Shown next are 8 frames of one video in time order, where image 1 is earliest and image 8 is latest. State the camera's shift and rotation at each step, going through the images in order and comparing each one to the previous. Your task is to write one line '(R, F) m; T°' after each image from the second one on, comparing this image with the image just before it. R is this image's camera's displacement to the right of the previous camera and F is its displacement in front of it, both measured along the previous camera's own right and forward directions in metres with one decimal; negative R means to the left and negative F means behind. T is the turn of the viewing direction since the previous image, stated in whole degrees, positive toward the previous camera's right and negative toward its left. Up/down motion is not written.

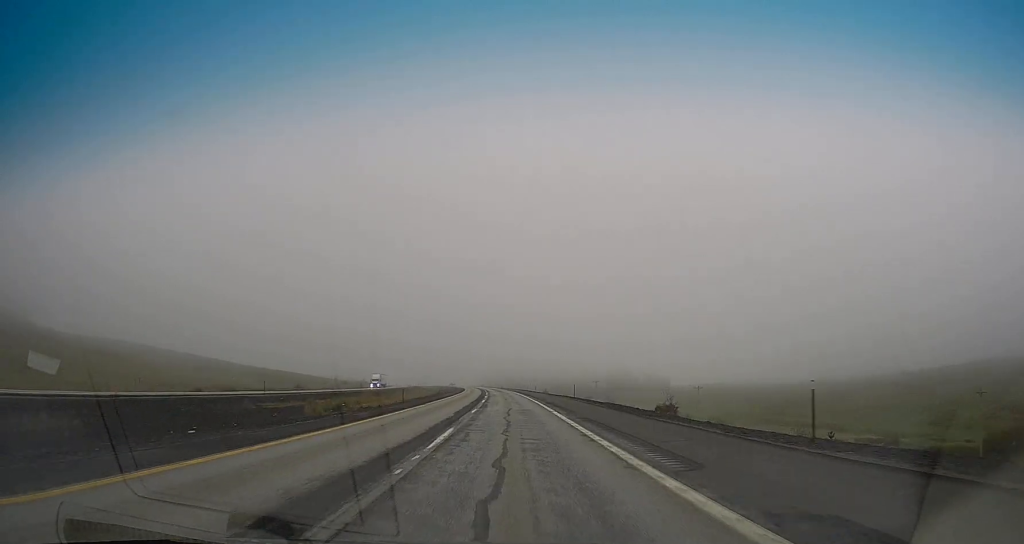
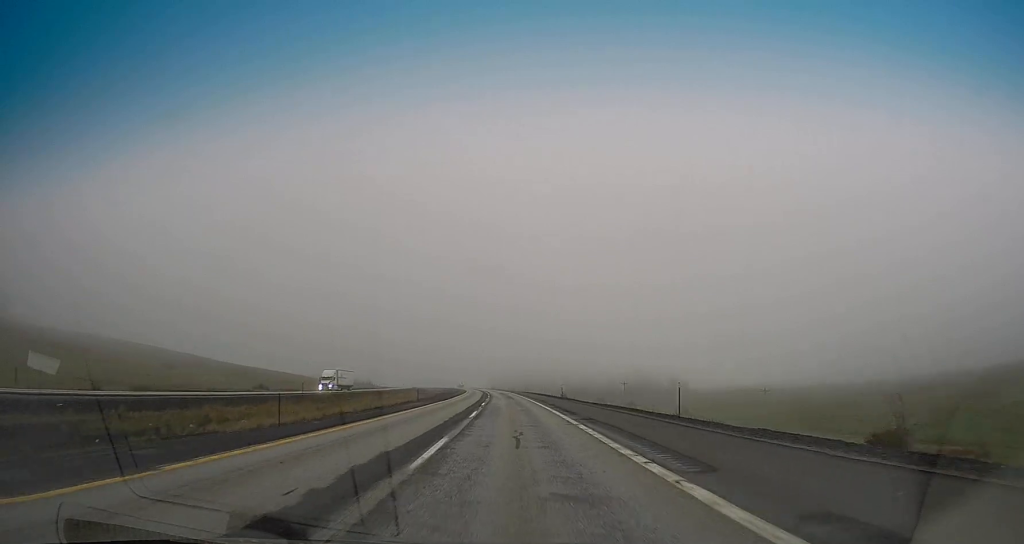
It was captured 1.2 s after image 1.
(-0.1, +34.2) m; -1°
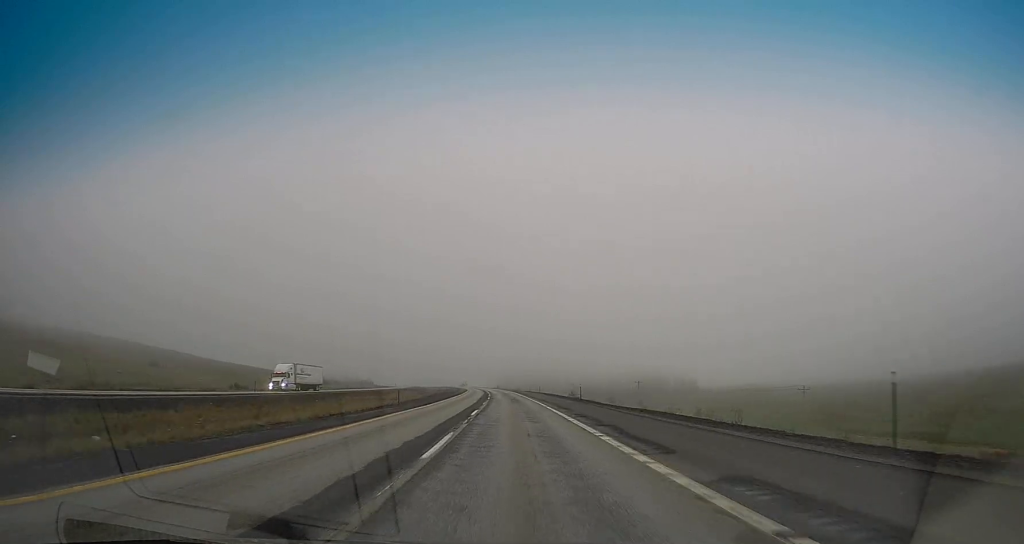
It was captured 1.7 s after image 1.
(-0.2, +14.7) m; -1°
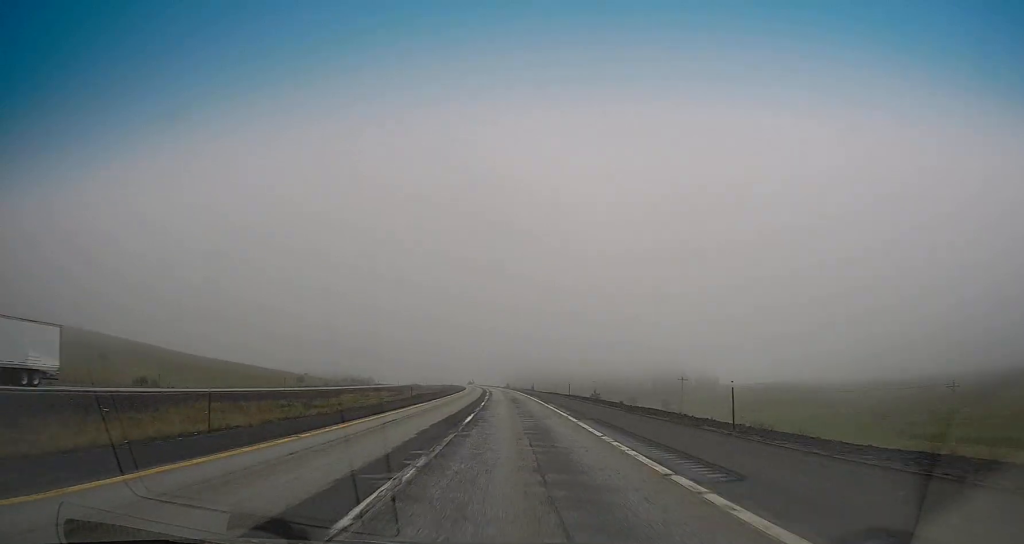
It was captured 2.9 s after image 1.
(-0.6, +37.1) m; -1°
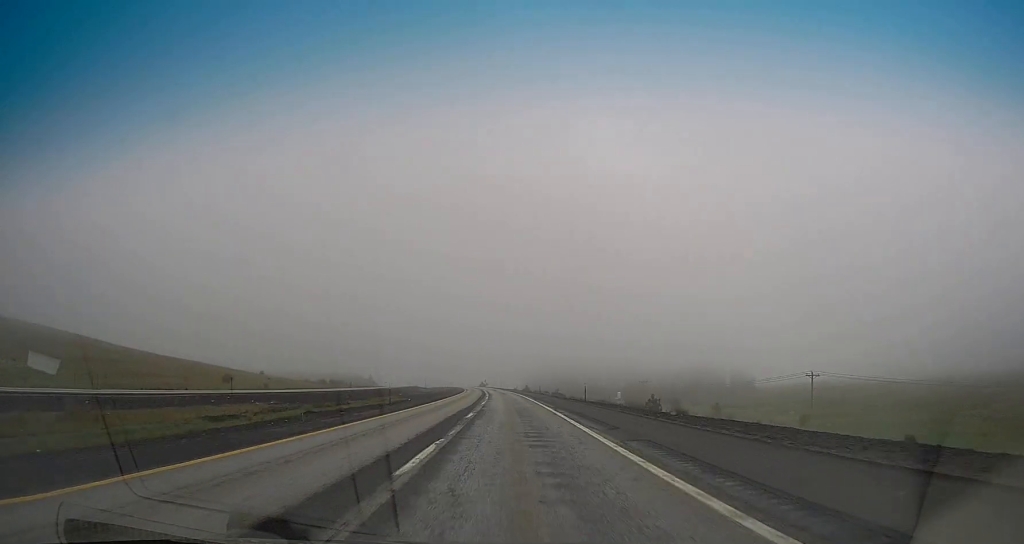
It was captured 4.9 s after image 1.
(-0.6, +58.7) m; -2°
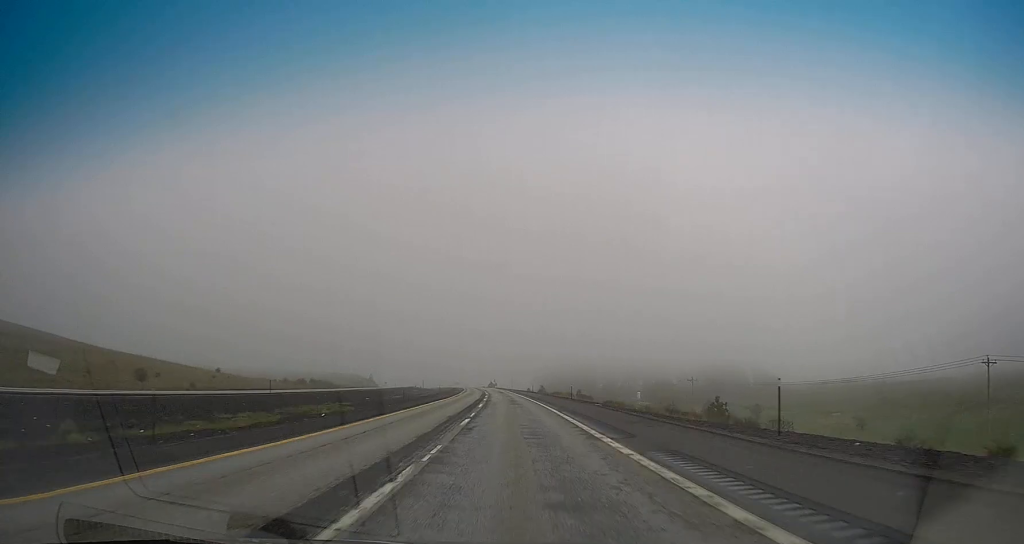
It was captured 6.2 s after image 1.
(-0.6, +36.1) m; -1°
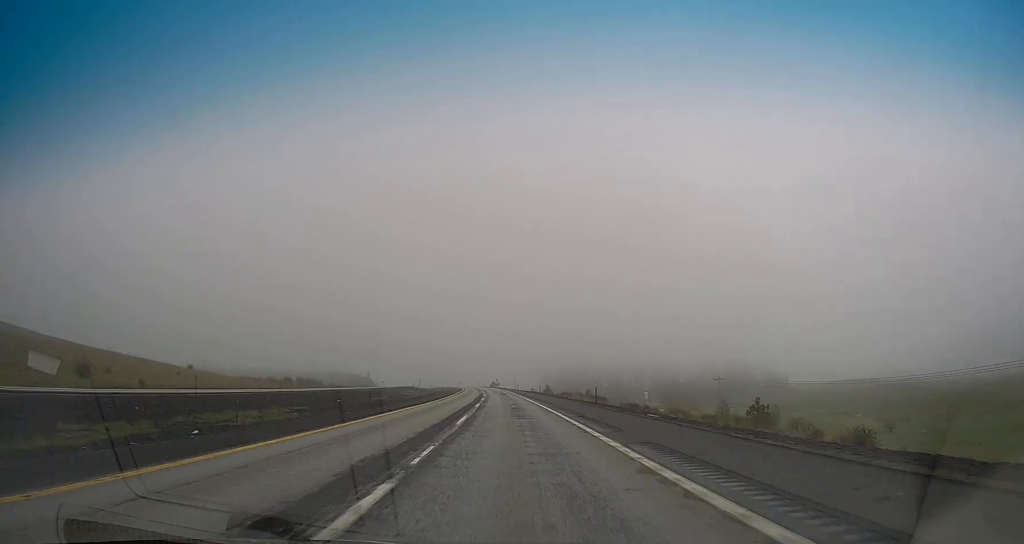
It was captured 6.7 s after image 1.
(0.0, +15.6) m; 0°
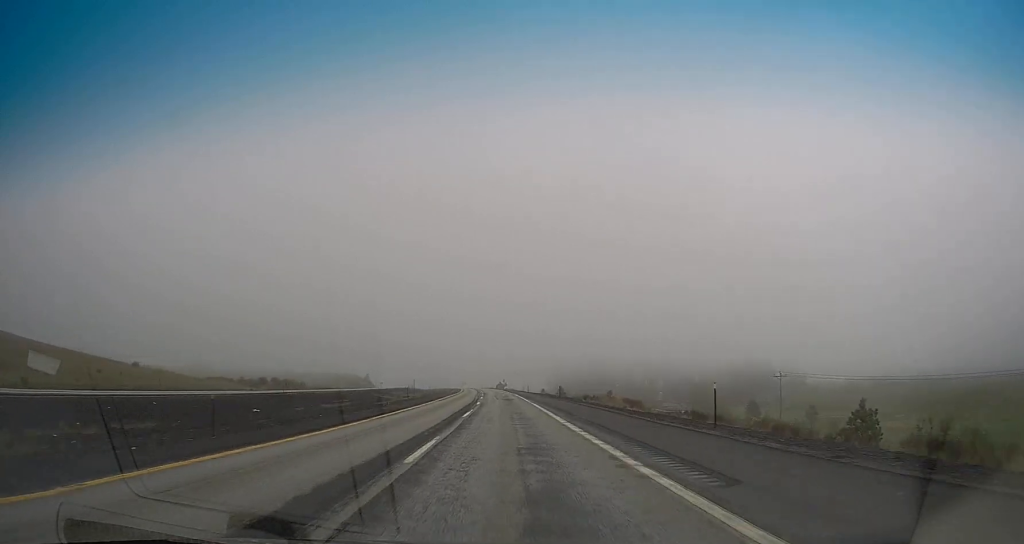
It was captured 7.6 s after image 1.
(-0.1, +25.4) m; -1°
